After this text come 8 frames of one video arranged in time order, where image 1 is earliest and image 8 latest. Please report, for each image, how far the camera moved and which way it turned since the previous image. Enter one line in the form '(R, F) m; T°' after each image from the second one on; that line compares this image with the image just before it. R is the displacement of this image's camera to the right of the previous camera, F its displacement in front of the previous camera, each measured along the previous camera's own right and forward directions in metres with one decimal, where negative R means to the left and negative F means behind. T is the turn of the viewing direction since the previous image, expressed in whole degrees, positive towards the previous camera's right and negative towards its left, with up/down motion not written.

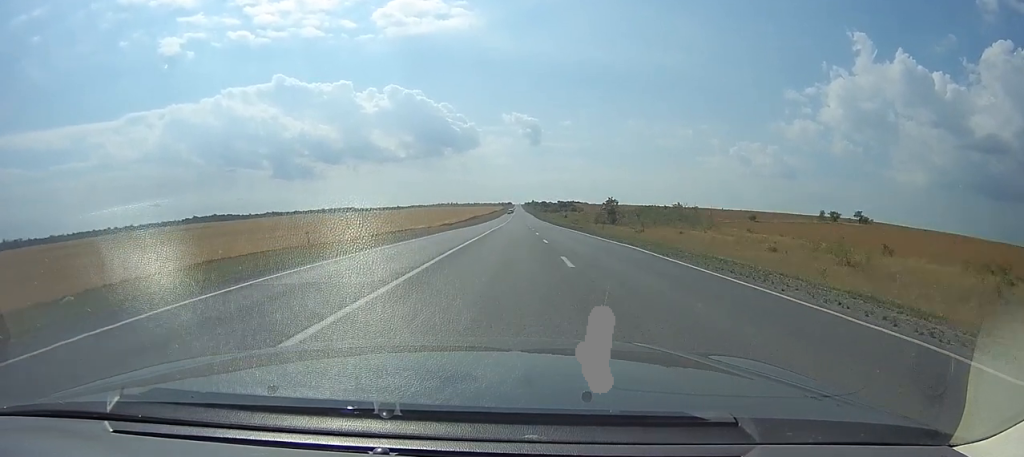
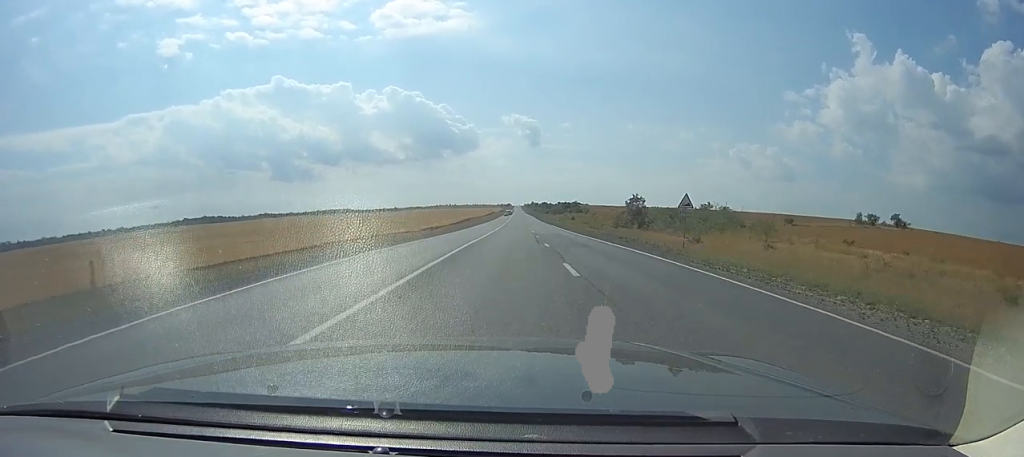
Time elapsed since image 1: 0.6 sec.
(-0.3, +24.4) m; 0°
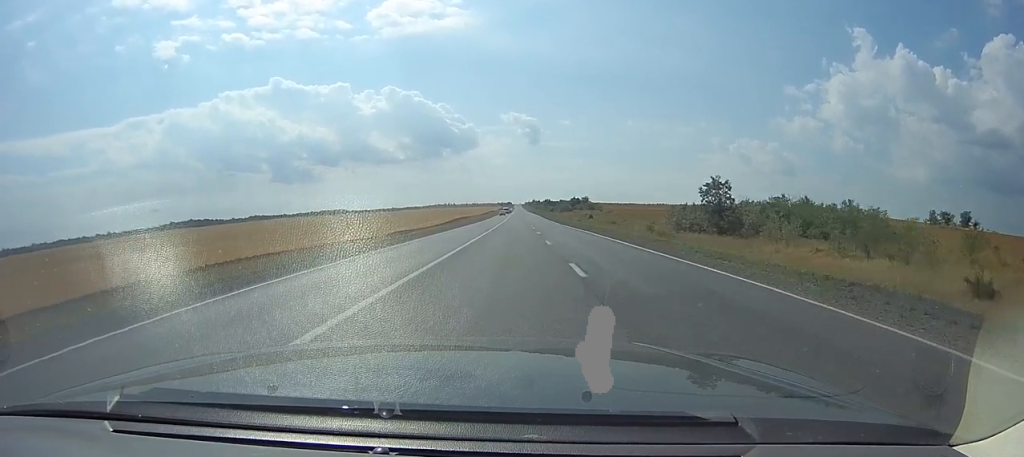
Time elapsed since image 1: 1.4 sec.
(0.0, +37.0) m; +1°
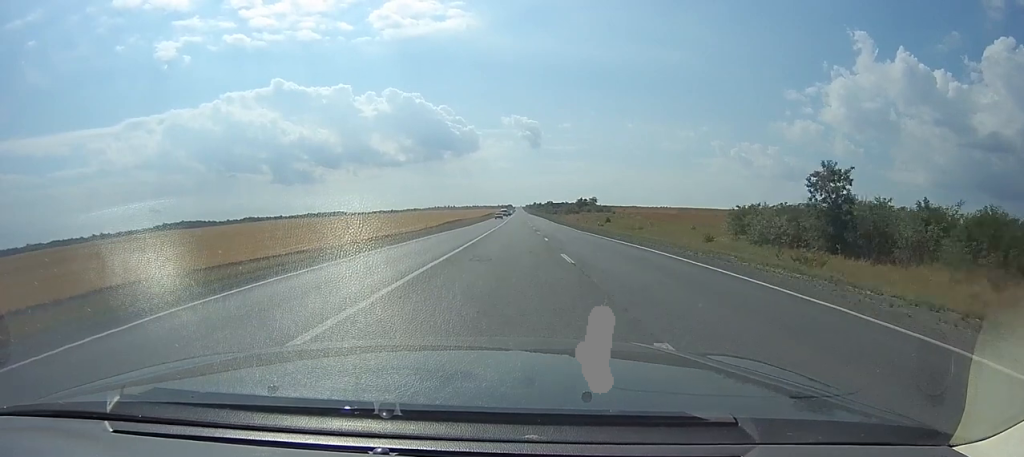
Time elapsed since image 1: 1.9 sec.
(+0.5, +21.4) m; +1°
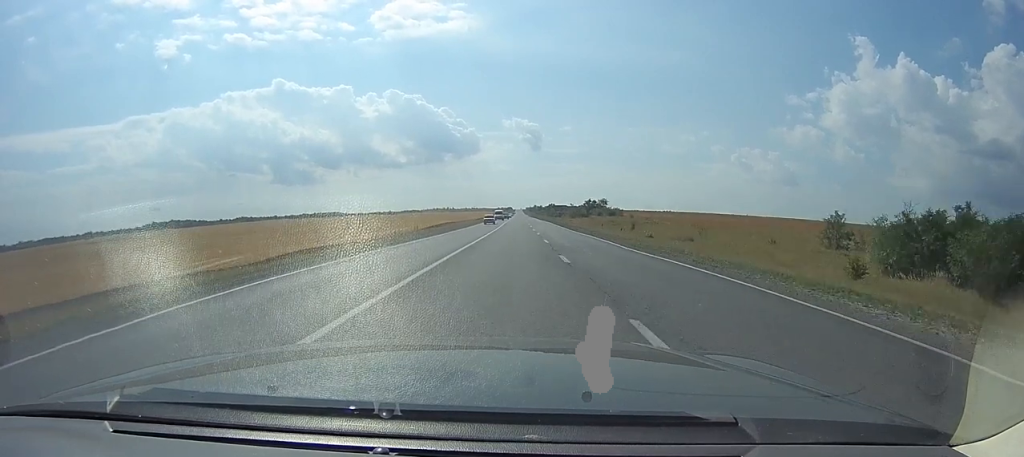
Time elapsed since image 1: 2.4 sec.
(+0.1, +21.5) m; 0°
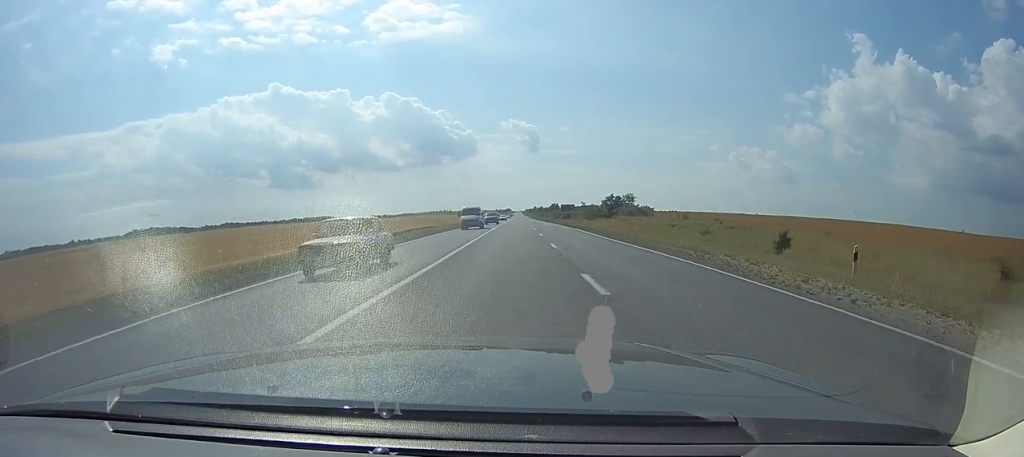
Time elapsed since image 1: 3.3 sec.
(-0.1, +43.4) m; -1°
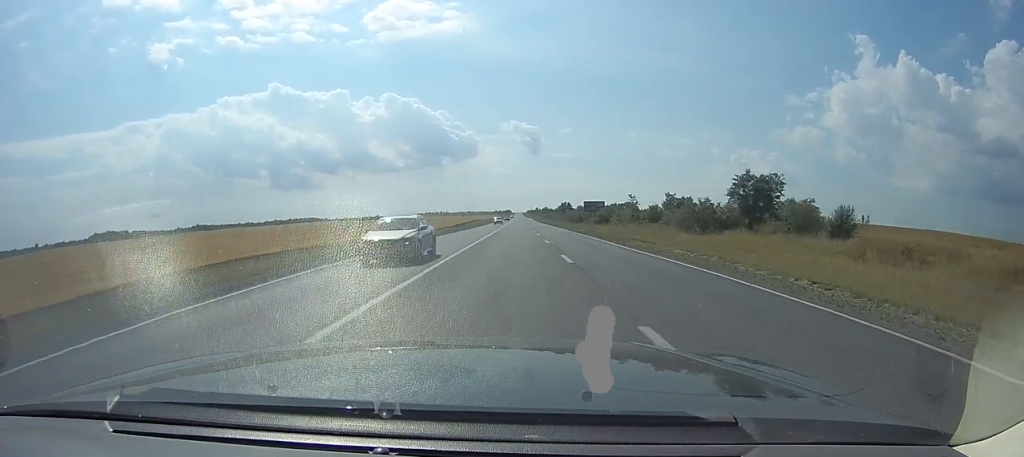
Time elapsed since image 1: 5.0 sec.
(-1.0, +75.2) m; -1°
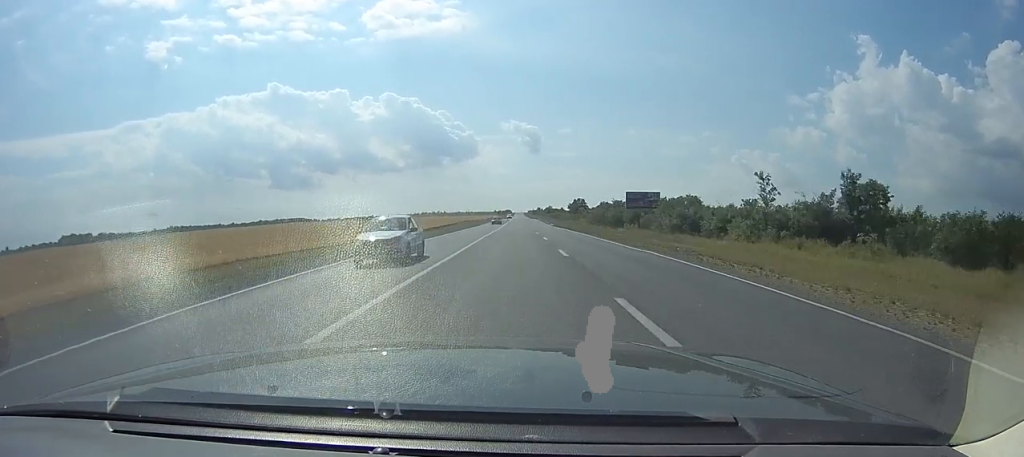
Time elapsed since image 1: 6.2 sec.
(0.0, +57.7) m; 0°
